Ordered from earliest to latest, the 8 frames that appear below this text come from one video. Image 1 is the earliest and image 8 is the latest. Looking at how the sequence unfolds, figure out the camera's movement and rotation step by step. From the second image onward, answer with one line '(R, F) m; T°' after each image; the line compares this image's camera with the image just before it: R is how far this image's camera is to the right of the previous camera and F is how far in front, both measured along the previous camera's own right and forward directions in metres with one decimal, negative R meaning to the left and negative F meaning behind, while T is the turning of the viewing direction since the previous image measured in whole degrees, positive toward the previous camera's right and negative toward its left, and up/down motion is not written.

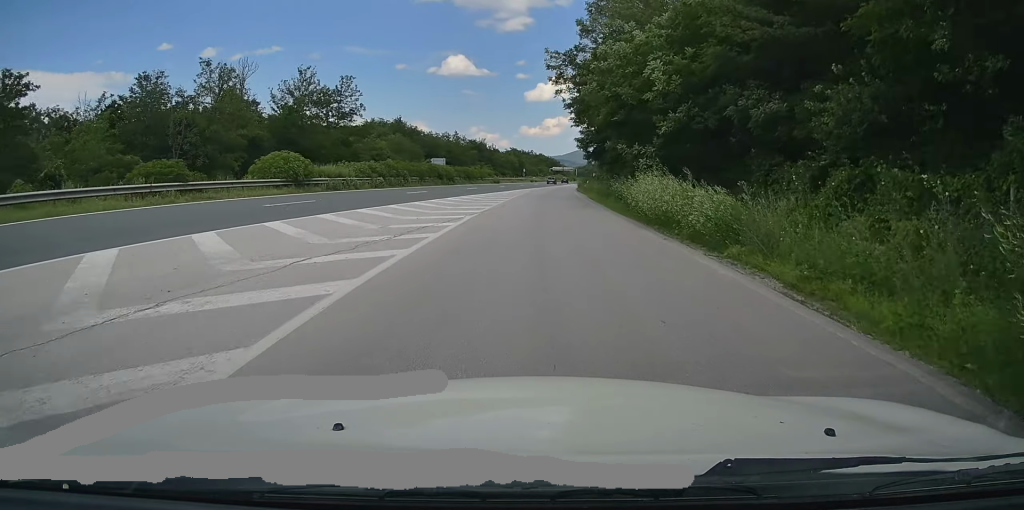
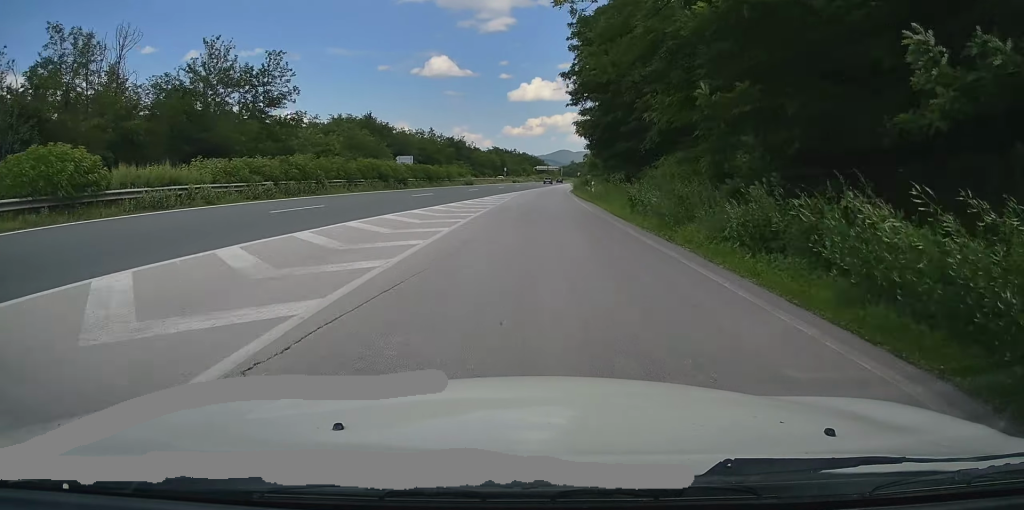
(+0.6, +18.3) m; +1°
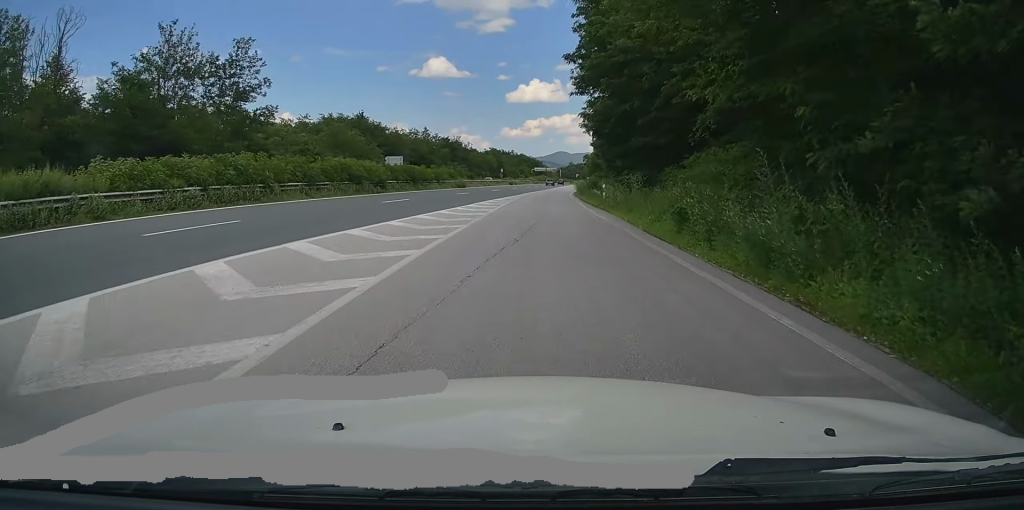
(-0.2, +7.0) m; 0°
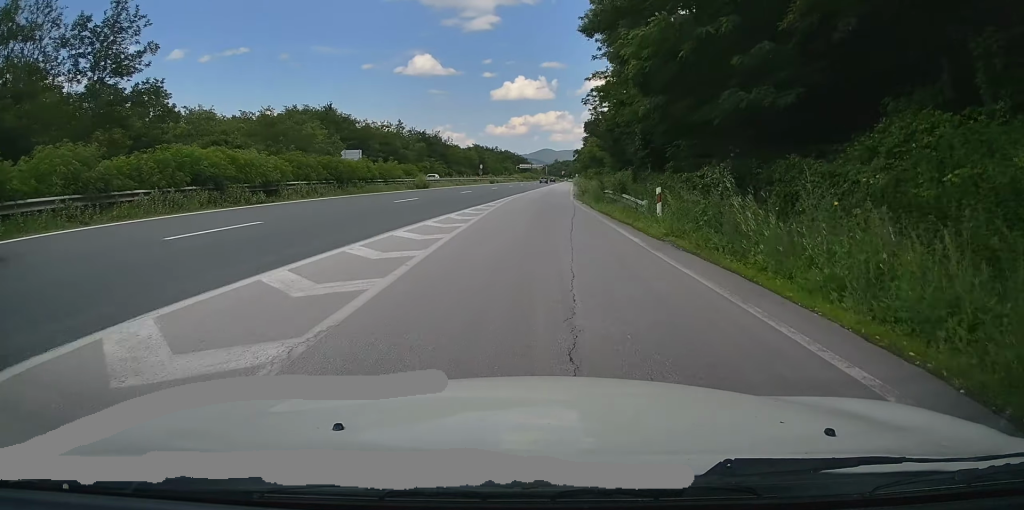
(0.0, +16.9) m; +2°
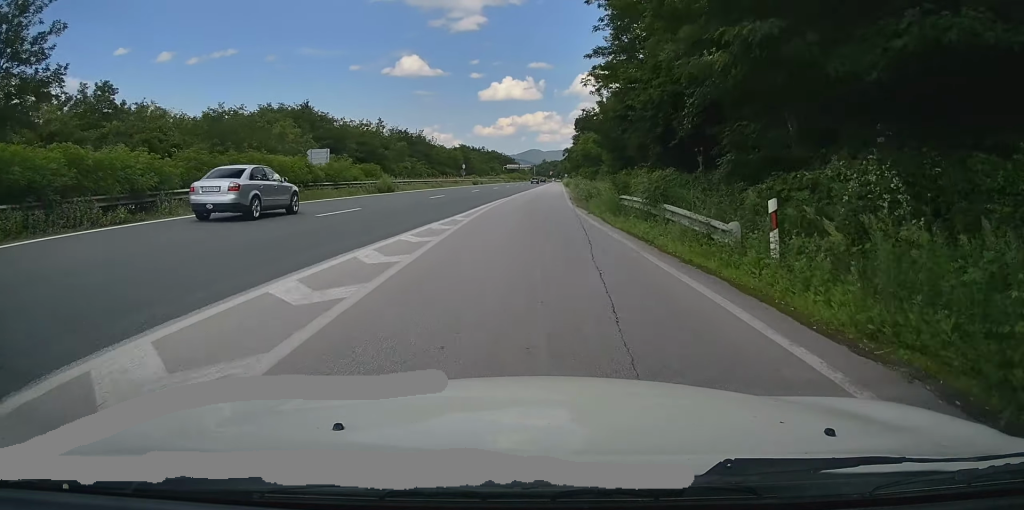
(+0.1, +8.8) m; +2°
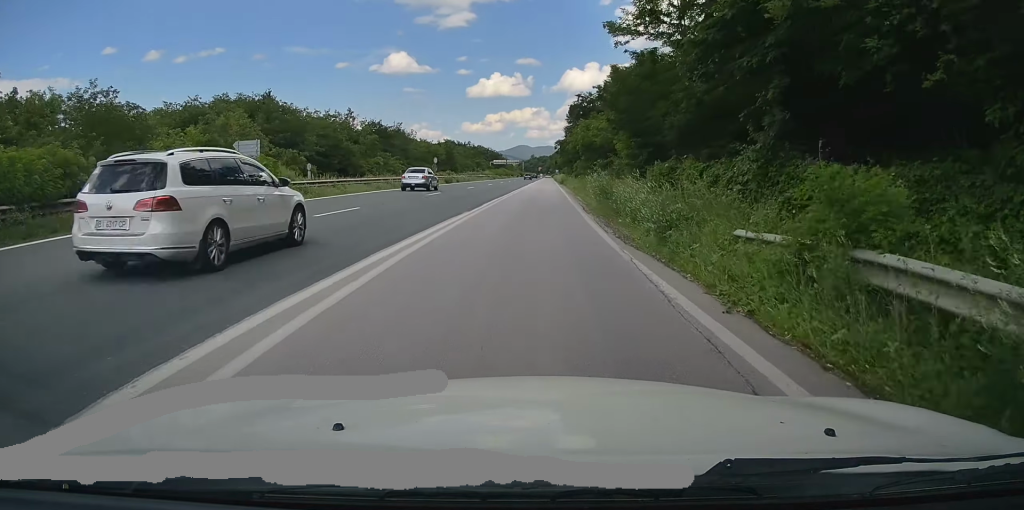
(+0.4, +17.2) m; +1°
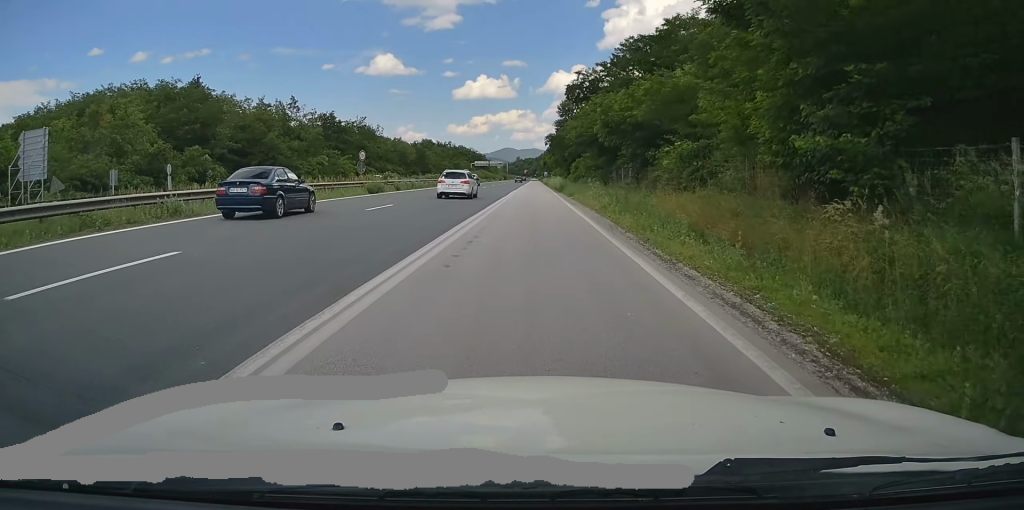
(+0.1, +27.8) m; +1°
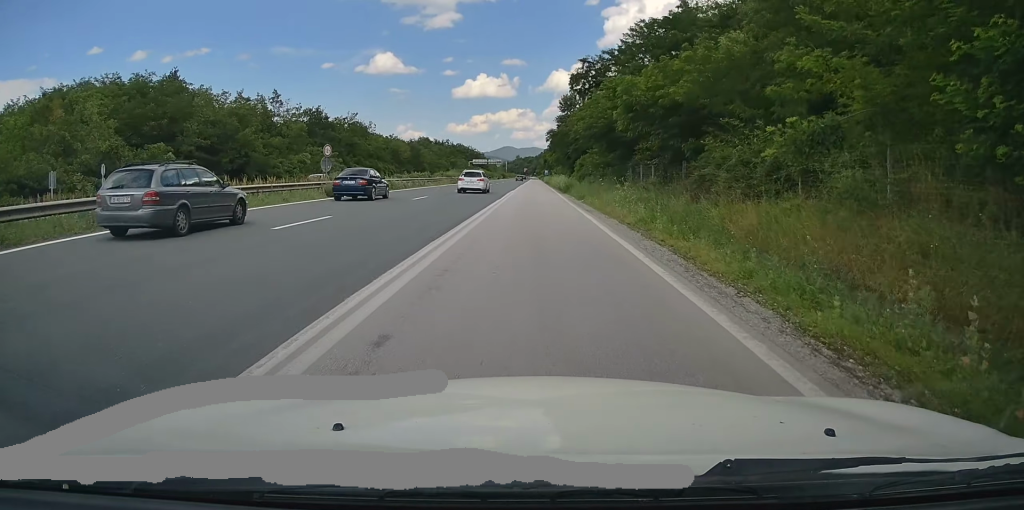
(-0.1, +8.3) m; +1°
